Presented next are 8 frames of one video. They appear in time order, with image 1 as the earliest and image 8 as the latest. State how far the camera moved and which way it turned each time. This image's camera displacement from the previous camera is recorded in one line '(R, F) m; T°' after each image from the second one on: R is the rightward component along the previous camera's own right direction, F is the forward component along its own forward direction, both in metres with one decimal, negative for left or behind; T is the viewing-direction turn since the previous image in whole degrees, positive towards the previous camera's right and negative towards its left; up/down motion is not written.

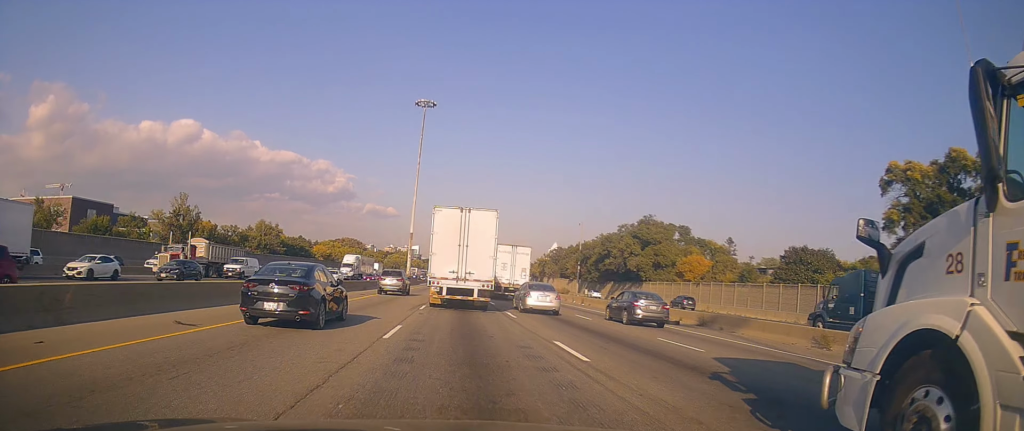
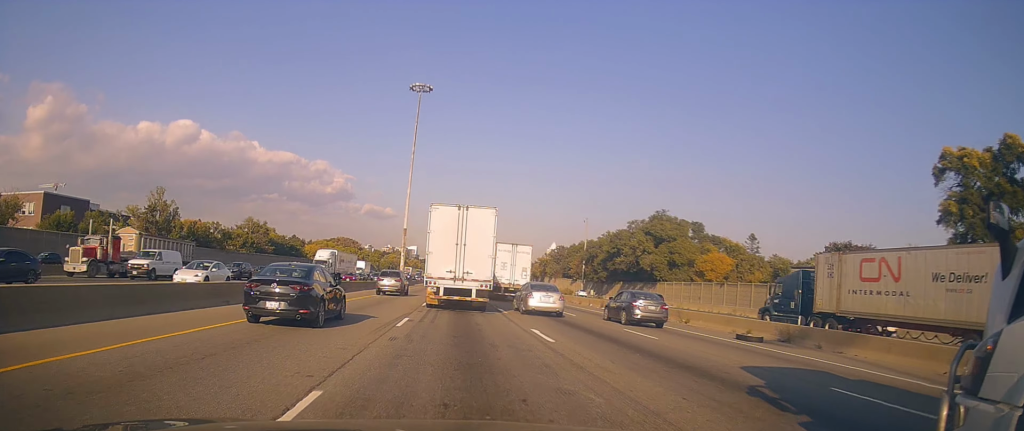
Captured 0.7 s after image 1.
(+0.1, +8.6) m; 0°
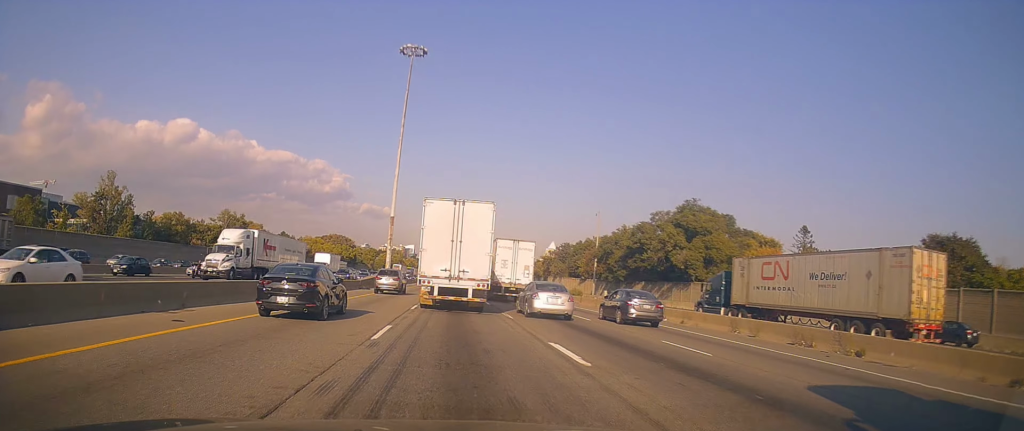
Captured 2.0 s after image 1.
(-0.4, +15.4) m; -2°
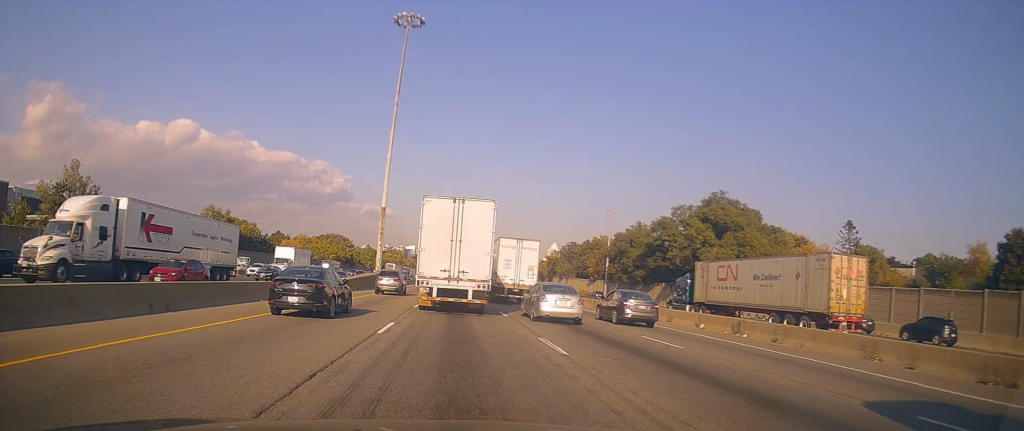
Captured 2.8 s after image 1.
(0.0, +9.9) m; 0°
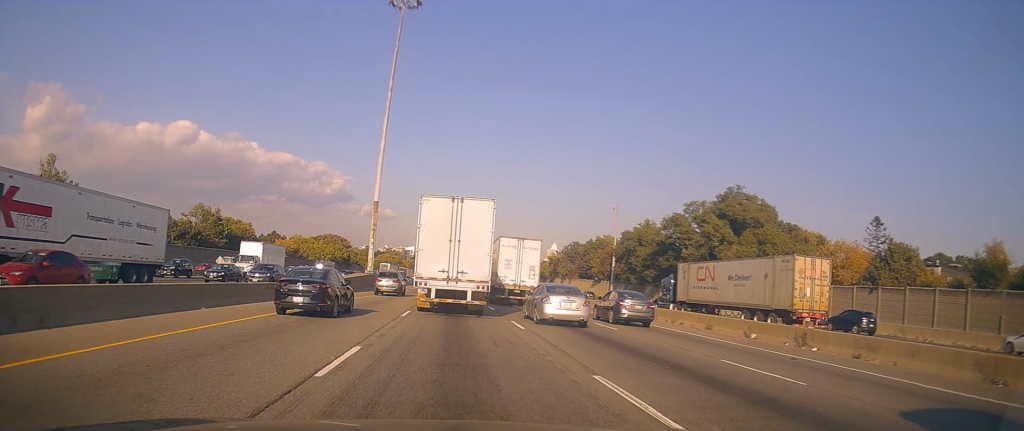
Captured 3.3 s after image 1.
(+0.1, +5.5) m; 0°
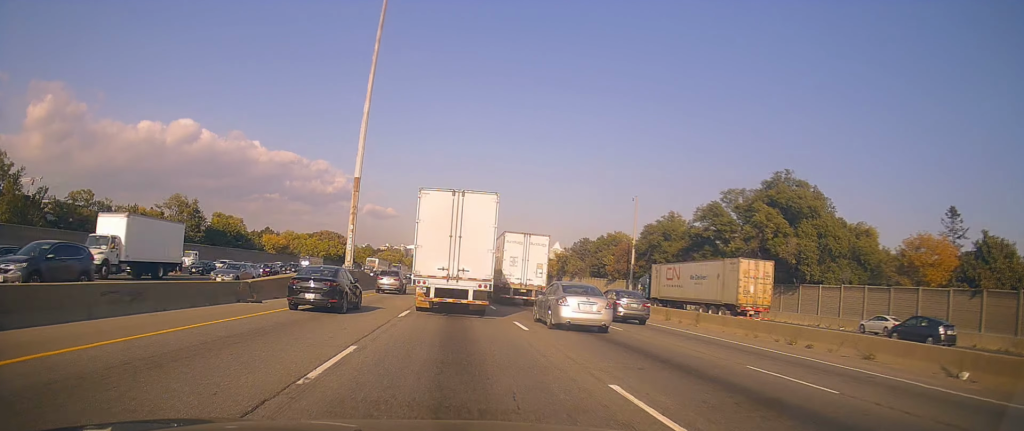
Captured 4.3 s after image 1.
(-0.1, +12.4) m; +2°
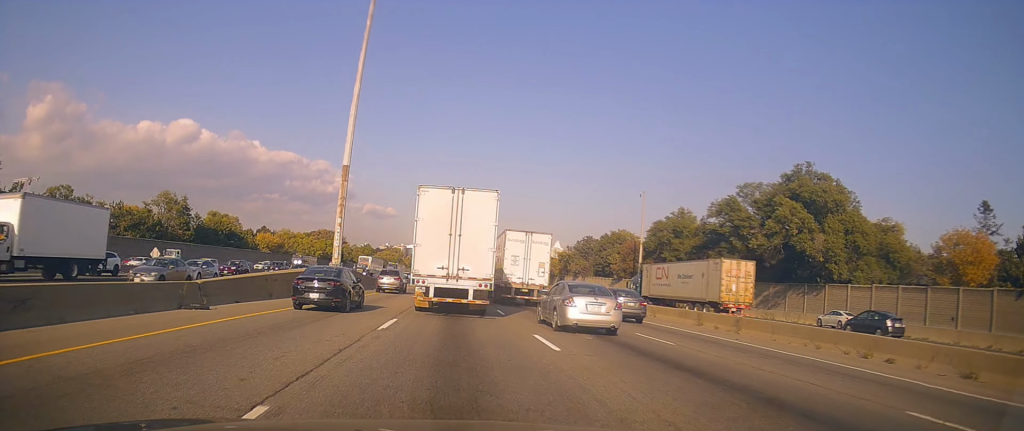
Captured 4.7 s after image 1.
(+0.2, +4.7) m; +1°
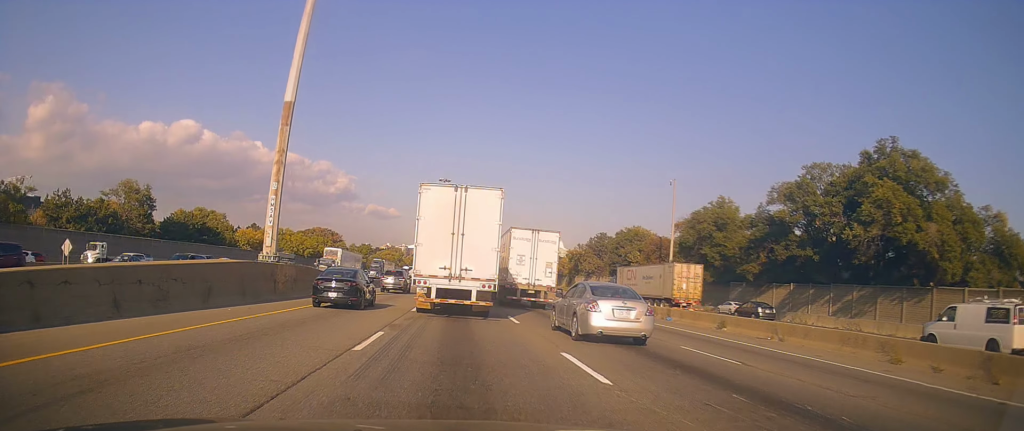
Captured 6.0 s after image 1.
(+0.4, +15.3) m; -1°
